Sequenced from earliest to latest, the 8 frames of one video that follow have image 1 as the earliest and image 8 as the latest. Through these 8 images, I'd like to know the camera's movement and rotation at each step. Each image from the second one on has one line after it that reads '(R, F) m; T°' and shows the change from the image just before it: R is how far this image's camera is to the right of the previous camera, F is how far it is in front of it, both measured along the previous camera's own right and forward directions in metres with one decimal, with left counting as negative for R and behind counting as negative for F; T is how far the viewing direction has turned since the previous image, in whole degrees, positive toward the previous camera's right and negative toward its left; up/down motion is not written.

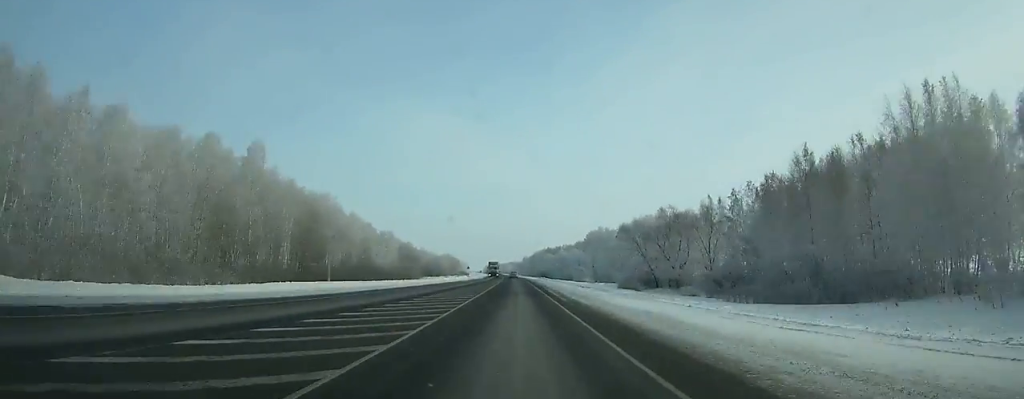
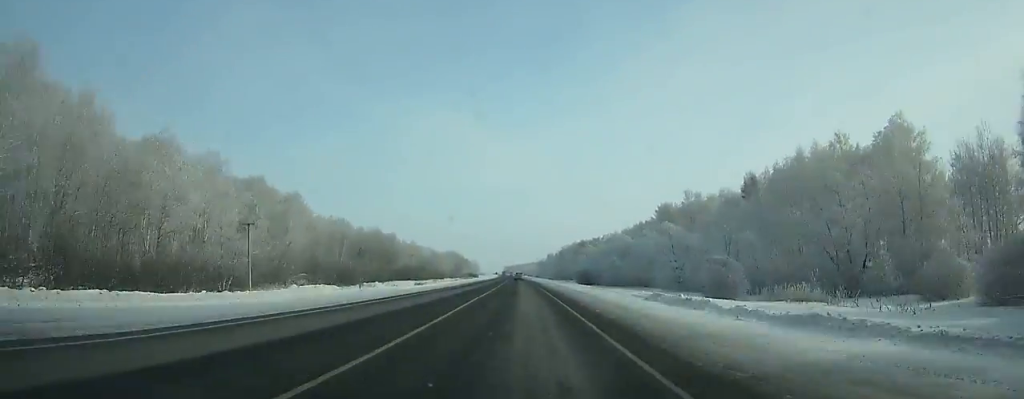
(-1.3, +106.7) m; -1°
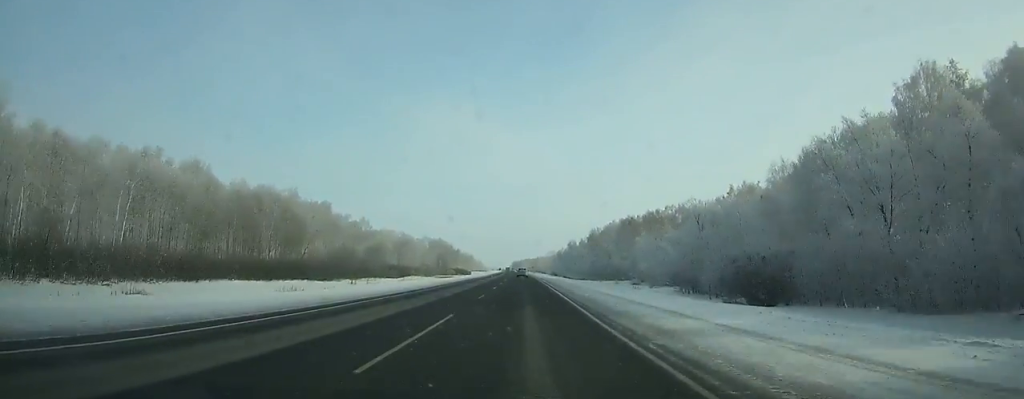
(-0.9, +116.3) m; -1°
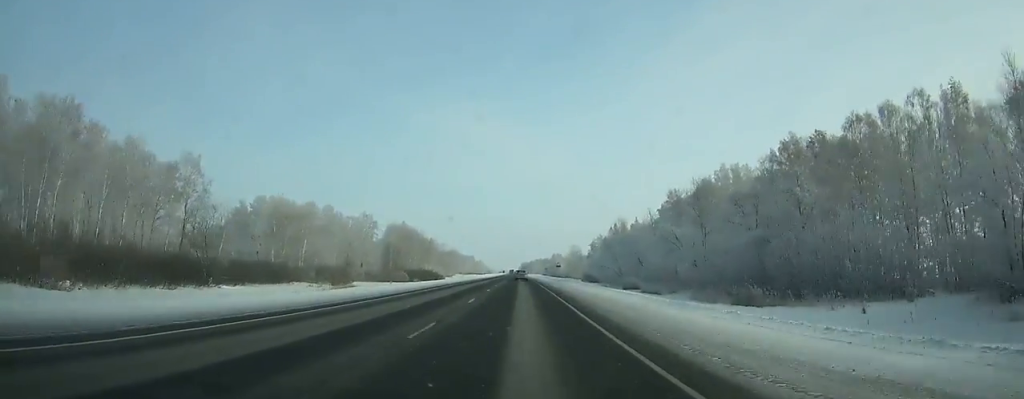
(-0.8, +125.3) m; -1°
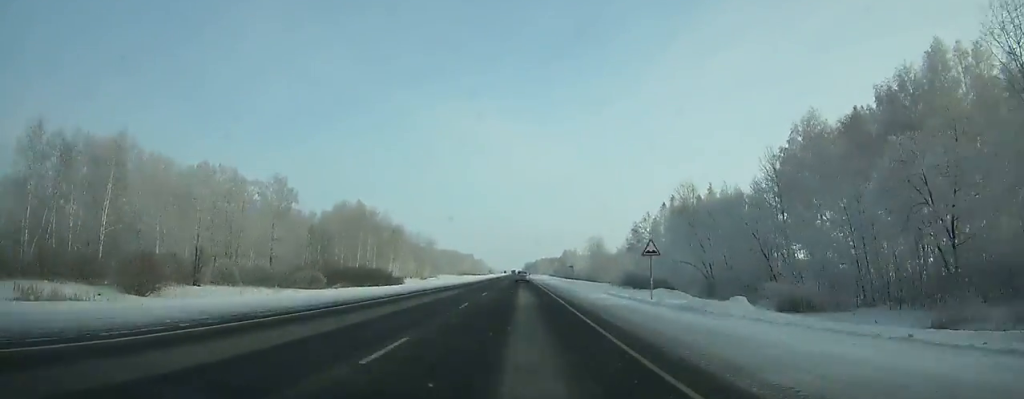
(-0.3, +66.3) m; 0°
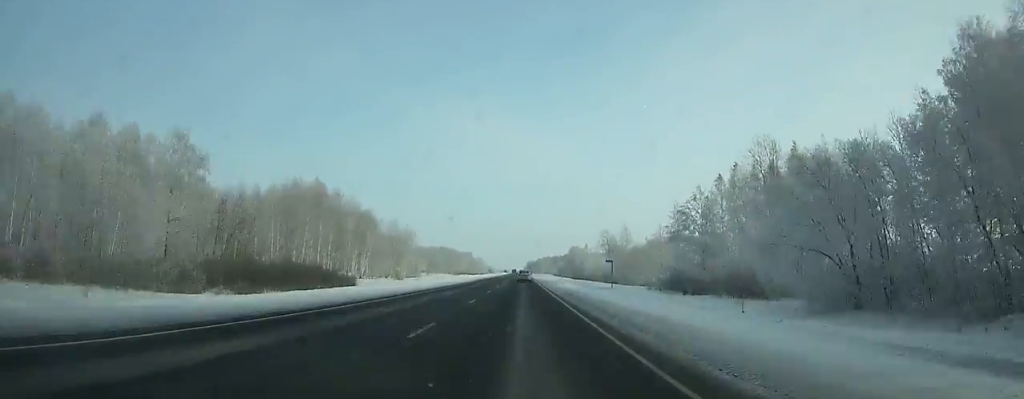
(-0.1, +34.3) m; 0°
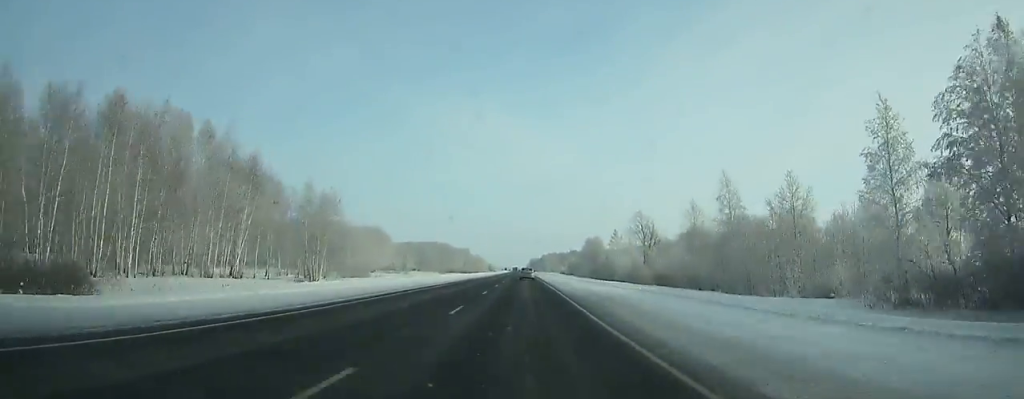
(0.0, +56.0) m; 0°
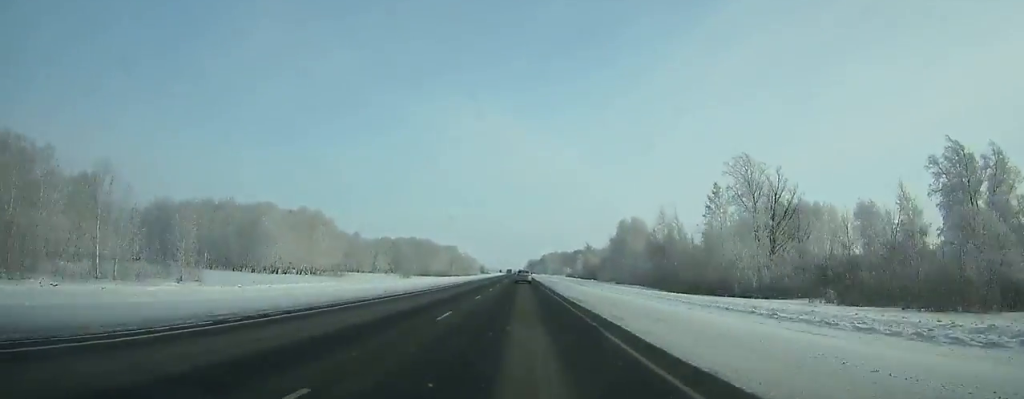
(-0.1, +74.2) m; 0°
